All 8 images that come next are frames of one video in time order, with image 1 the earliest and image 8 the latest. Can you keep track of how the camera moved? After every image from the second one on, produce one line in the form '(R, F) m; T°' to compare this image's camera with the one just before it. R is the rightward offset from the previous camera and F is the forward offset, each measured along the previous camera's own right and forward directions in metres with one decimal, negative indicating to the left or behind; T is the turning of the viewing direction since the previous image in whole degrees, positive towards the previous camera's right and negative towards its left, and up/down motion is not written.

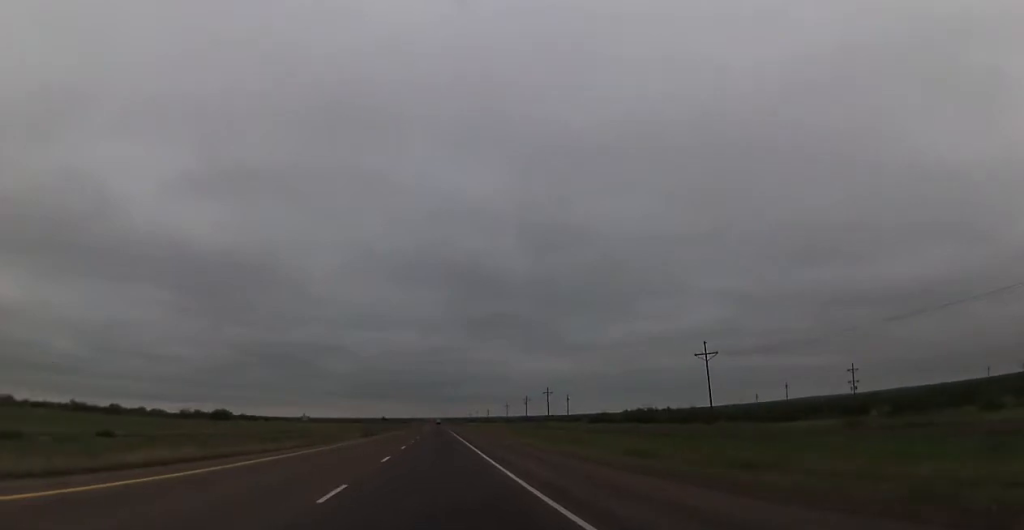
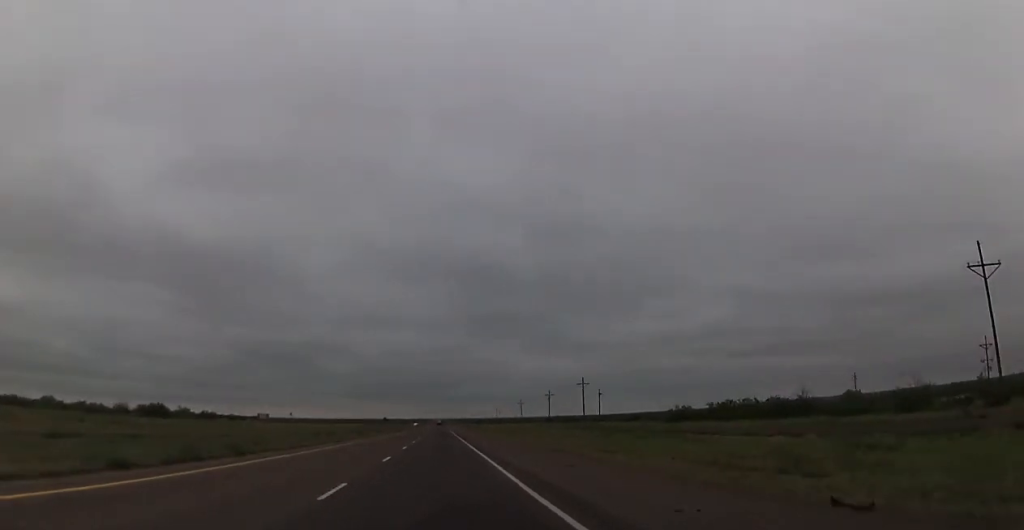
(-0.1, +48.1) m; 0°
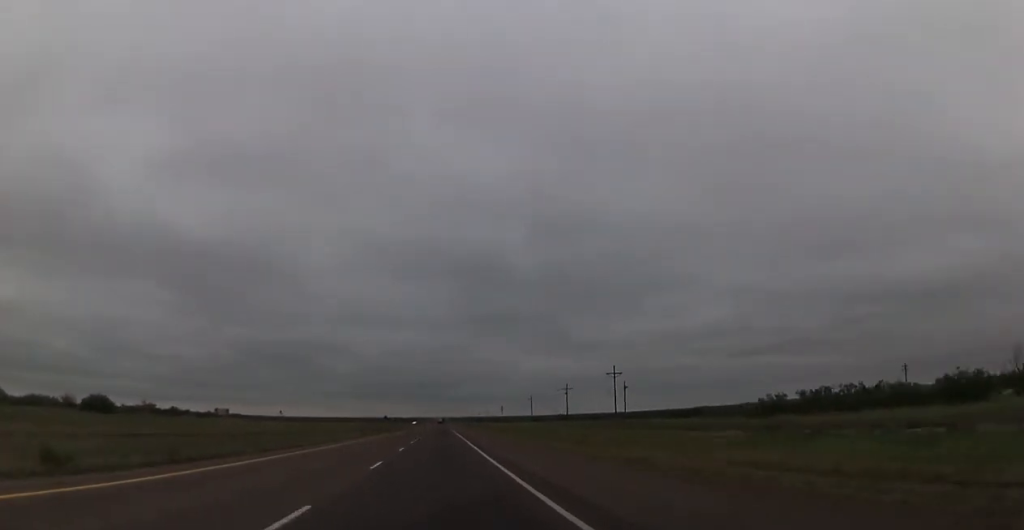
(+0.1, +28.4) m; 0°
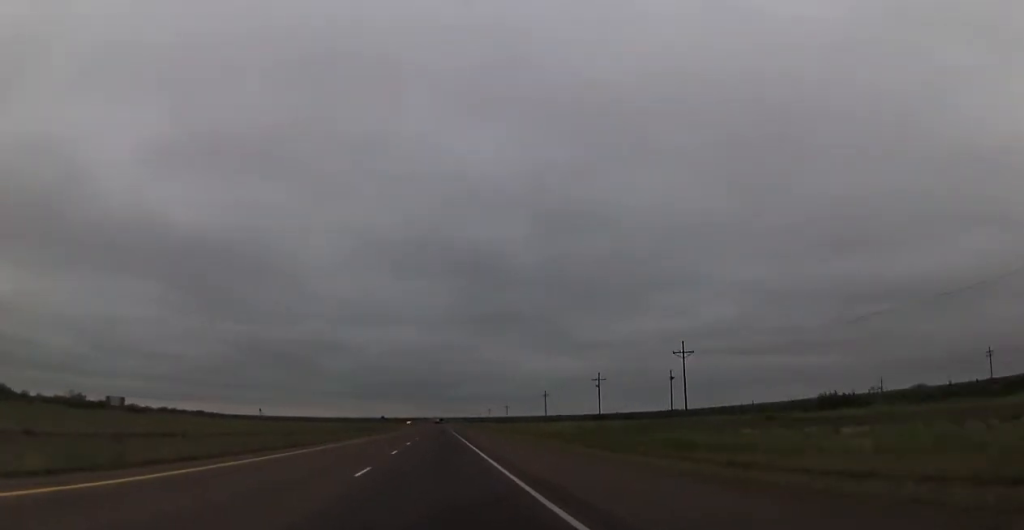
(0.0, +39.4) m; -1°
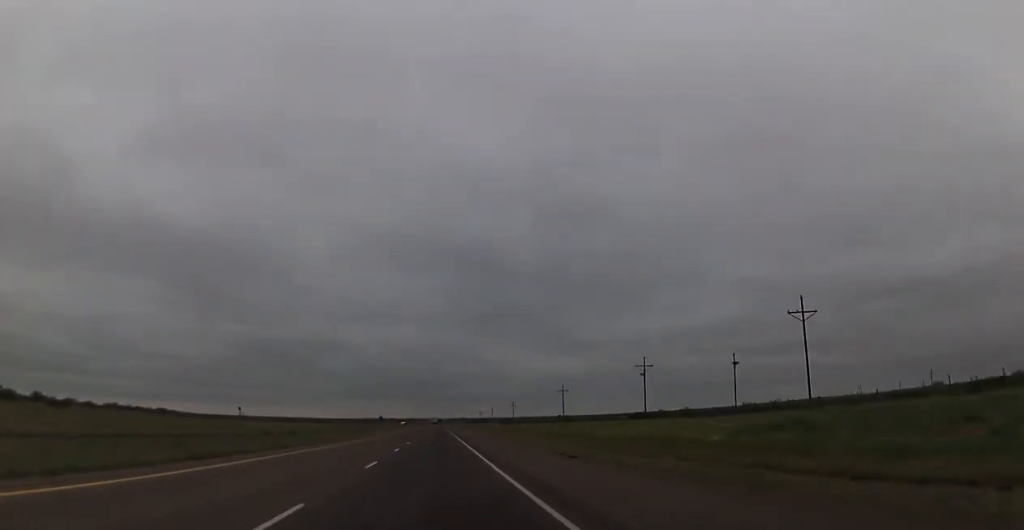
(-0.2, +33.2) m; 0°
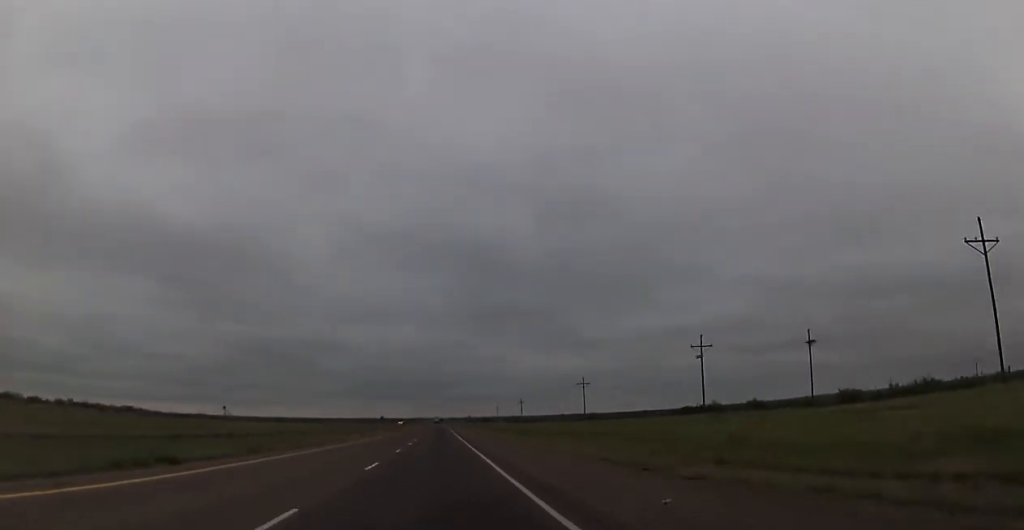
(-0.1, +24.6) m; 0°
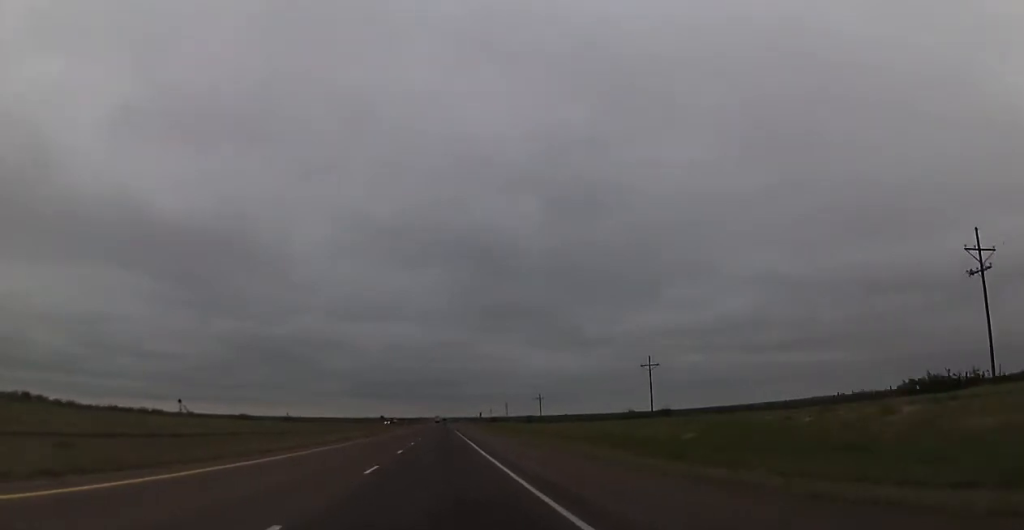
(+0.5, +49.0) m; +1°
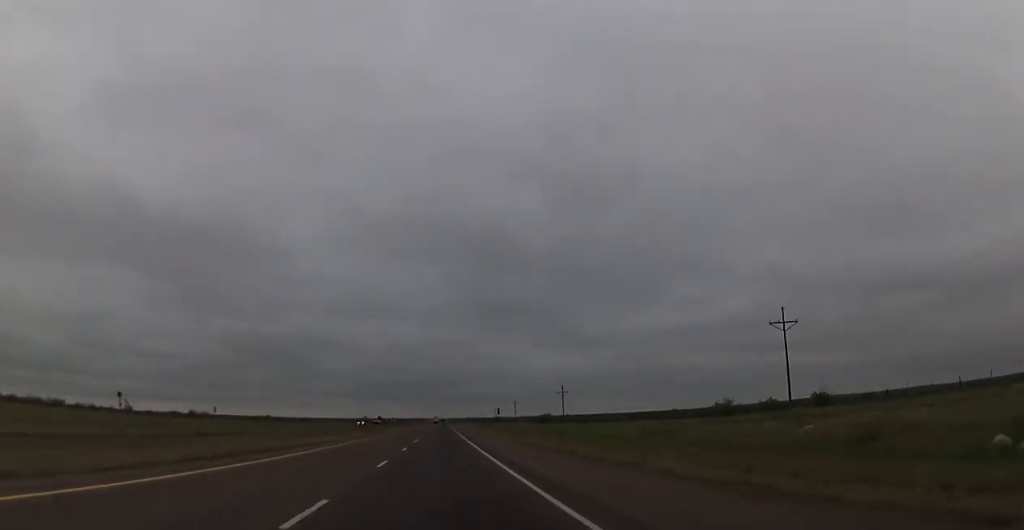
(-0.1, +45.3) m; 0°
